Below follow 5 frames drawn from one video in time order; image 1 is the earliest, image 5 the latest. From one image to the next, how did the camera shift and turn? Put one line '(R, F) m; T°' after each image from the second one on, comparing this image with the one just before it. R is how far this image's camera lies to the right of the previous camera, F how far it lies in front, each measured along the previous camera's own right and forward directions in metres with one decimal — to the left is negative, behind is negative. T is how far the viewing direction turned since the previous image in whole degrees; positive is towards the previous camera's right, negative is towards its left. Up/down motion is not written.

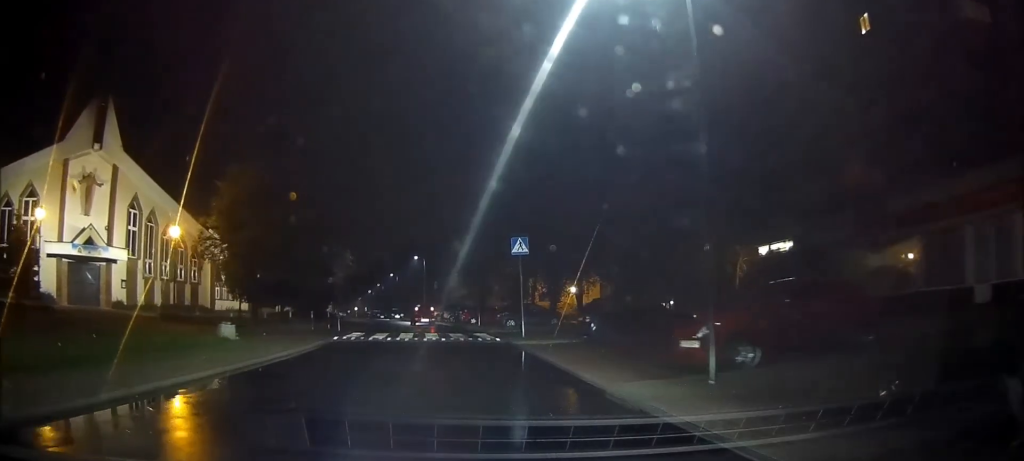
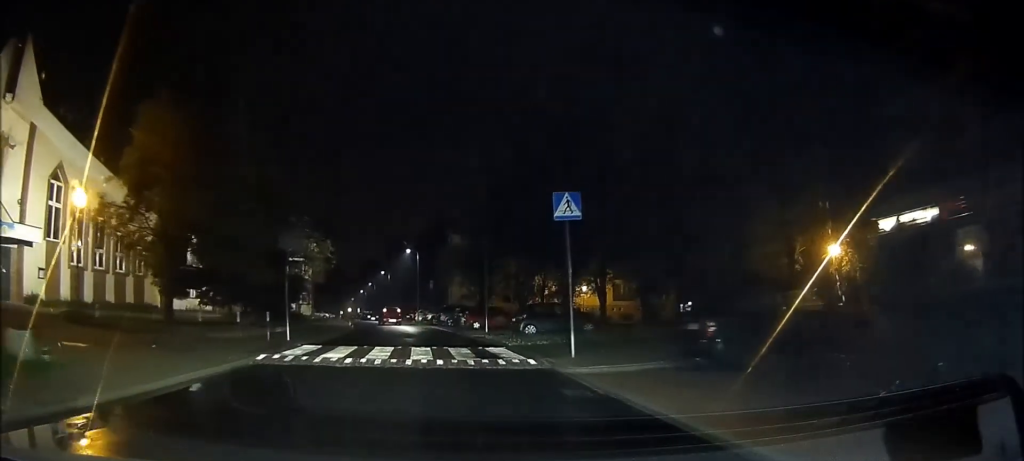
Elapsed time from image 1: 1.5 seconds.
(+0.3, +10.1) m; 0°
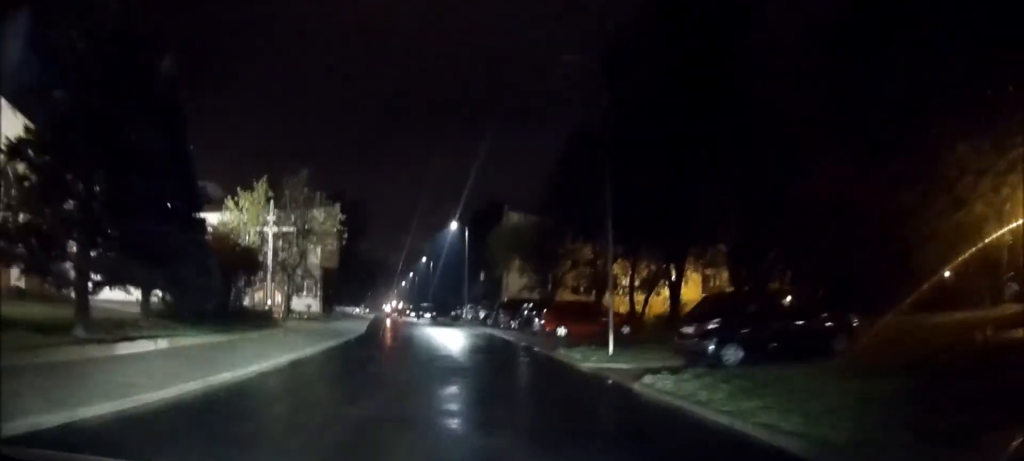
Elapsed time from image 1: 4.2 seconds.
(-2.9, +16.9) m; -19°
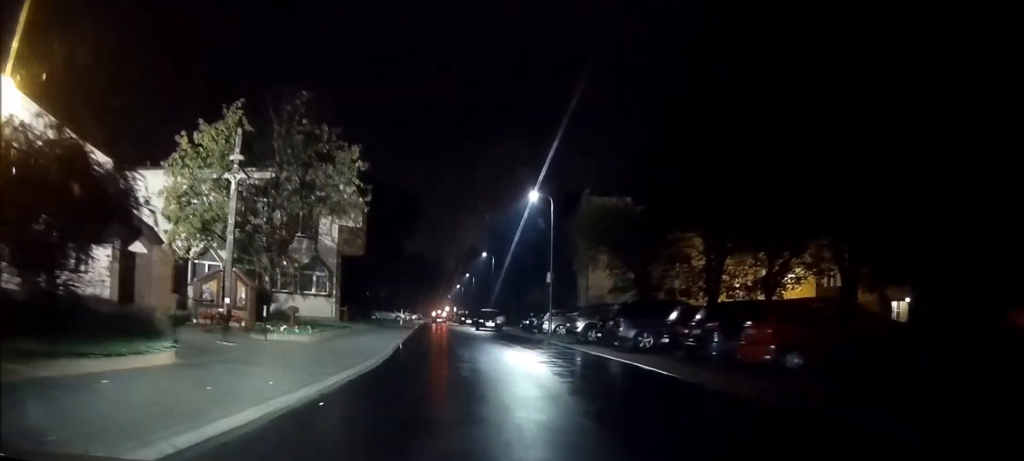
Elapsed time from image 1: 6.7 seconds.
(-0.3, +13.0) m; -3°
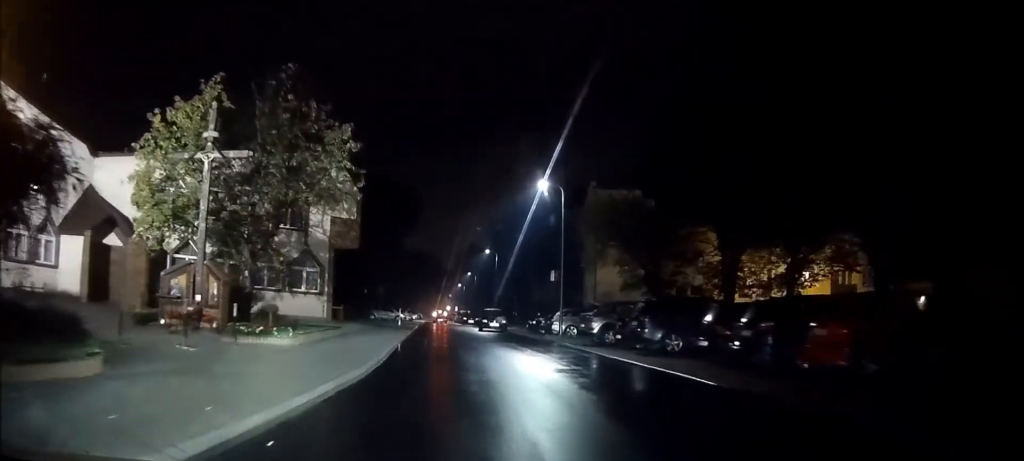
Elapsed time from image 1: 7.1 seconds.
(-0.1, +1.9) m; -1°
